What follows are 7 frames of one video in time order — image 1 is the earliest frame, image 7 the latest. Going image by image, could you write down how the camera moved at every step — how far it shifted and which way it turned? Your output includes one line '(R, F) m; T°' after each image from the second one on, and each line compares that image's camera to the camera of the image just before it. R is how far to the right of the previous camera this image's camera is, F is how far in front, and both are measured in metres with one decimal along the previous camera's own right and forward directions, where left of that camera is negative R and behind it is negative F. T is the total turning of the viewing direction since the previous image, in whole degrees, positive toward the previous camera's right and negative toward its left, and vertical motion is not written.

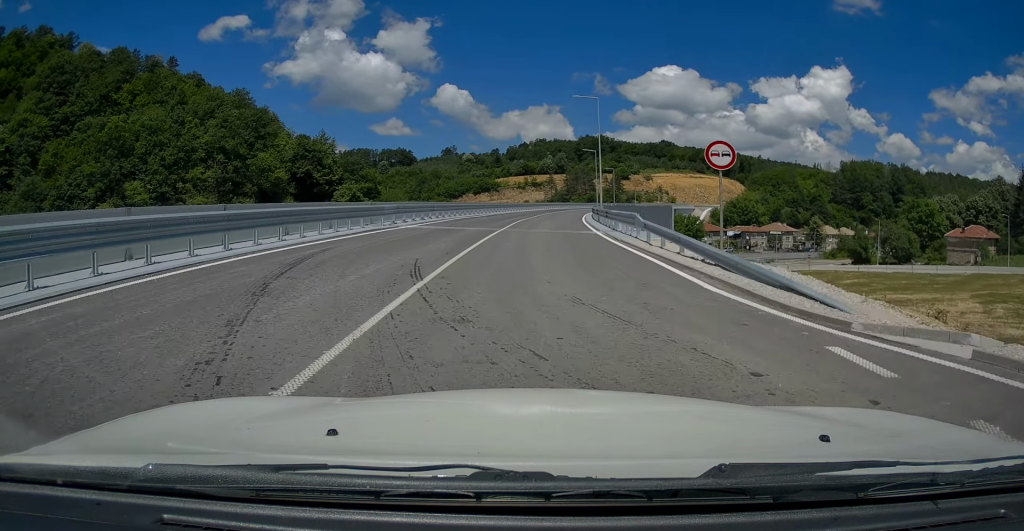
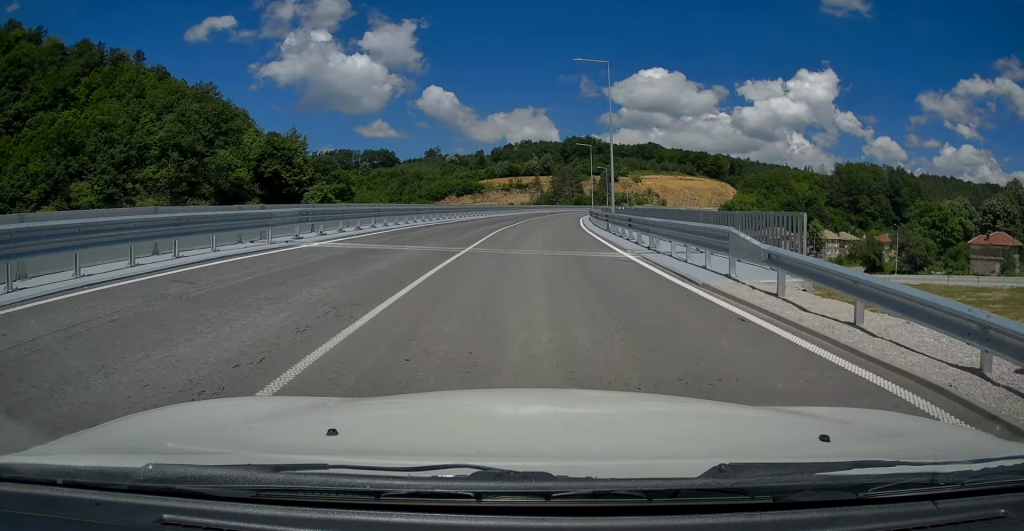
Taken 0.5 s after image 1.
(+0.4, +10.6) m; +1°
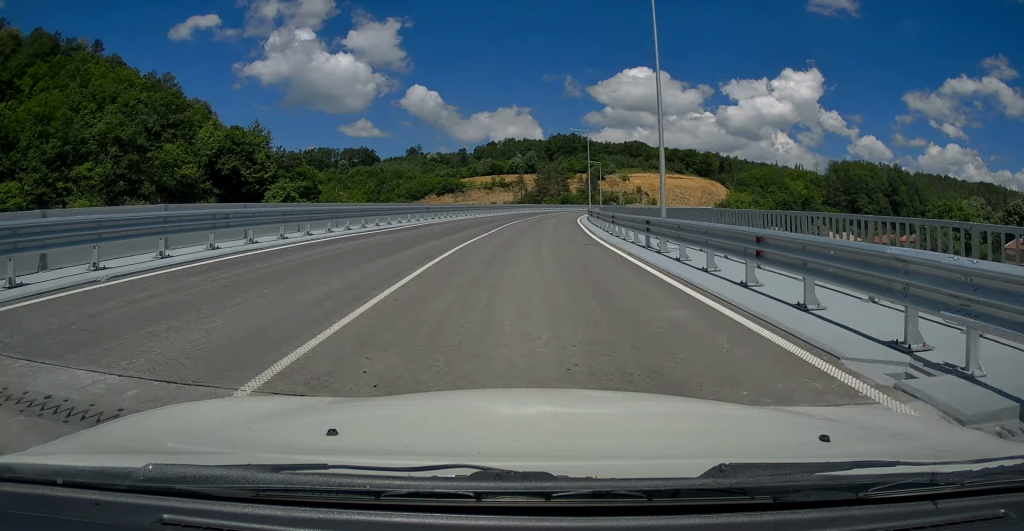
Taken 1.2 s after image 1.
(+0.2, +12.6) m; +1°
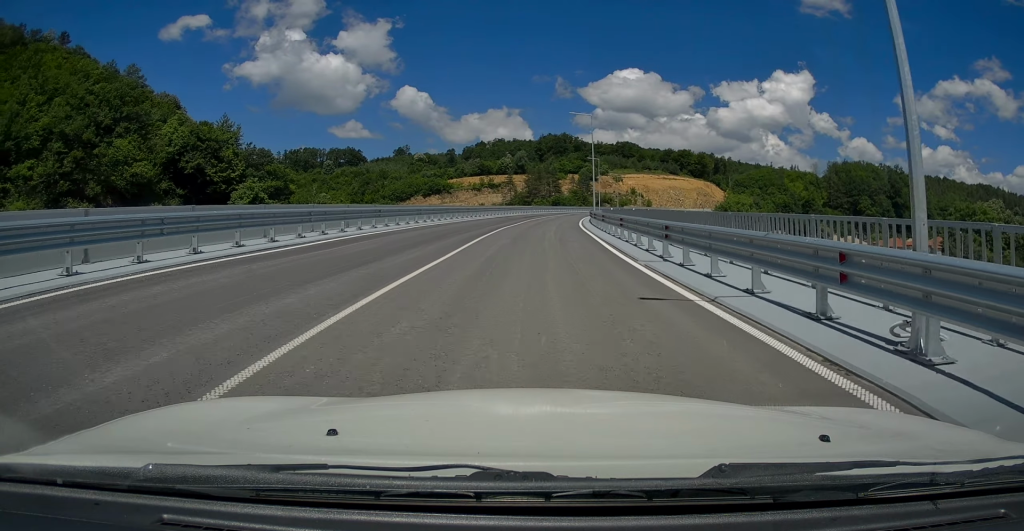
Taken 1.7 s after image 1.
(-0.2, +10.5) m; 0°
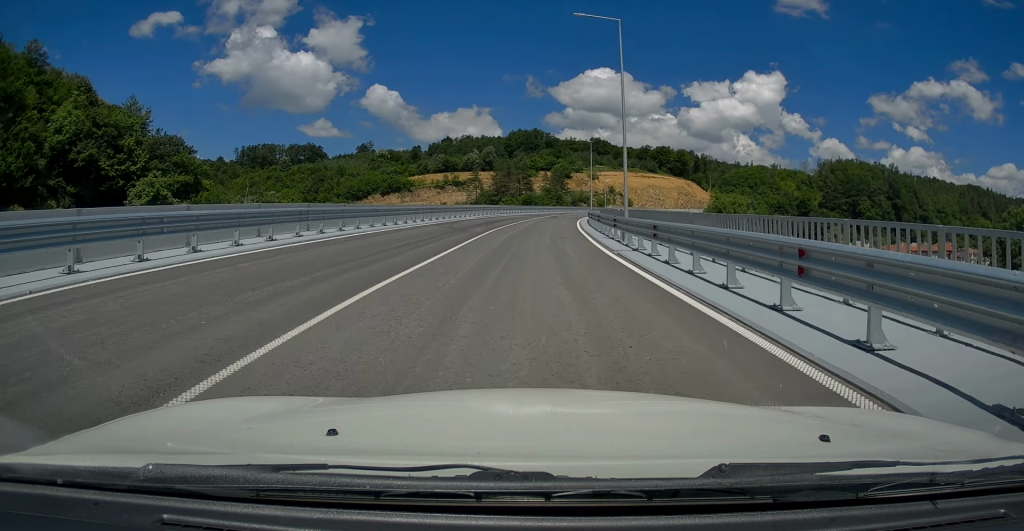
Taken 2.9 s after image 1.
(+0.2, +23.7) m; +2°
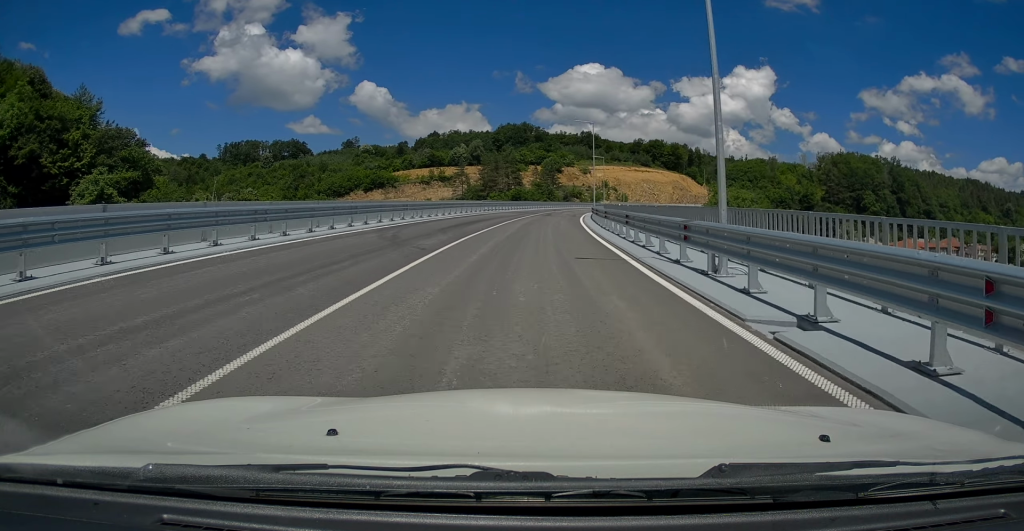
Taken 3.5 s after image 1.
(+0.2, +11.1) m; +1°
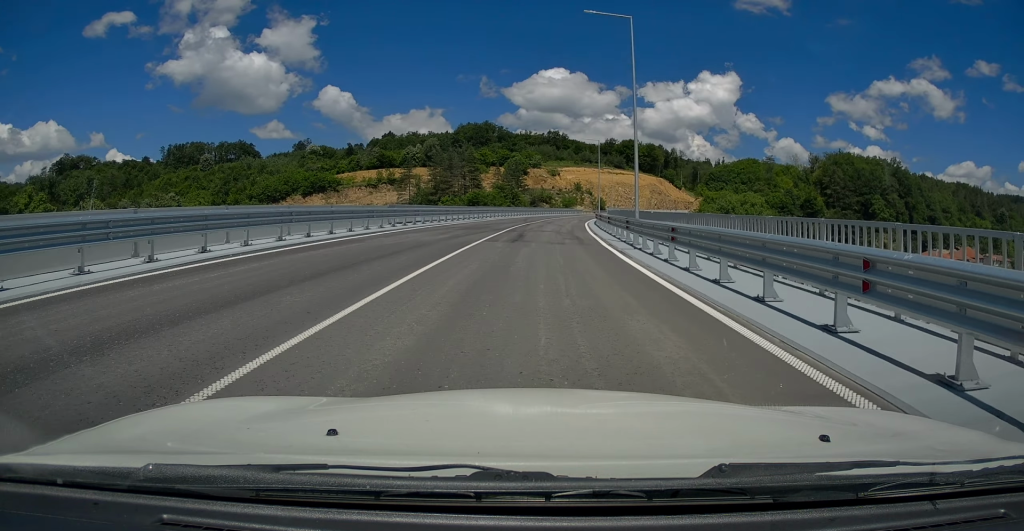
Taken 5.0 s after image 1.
(+0.5, +30.6) m; +3°
